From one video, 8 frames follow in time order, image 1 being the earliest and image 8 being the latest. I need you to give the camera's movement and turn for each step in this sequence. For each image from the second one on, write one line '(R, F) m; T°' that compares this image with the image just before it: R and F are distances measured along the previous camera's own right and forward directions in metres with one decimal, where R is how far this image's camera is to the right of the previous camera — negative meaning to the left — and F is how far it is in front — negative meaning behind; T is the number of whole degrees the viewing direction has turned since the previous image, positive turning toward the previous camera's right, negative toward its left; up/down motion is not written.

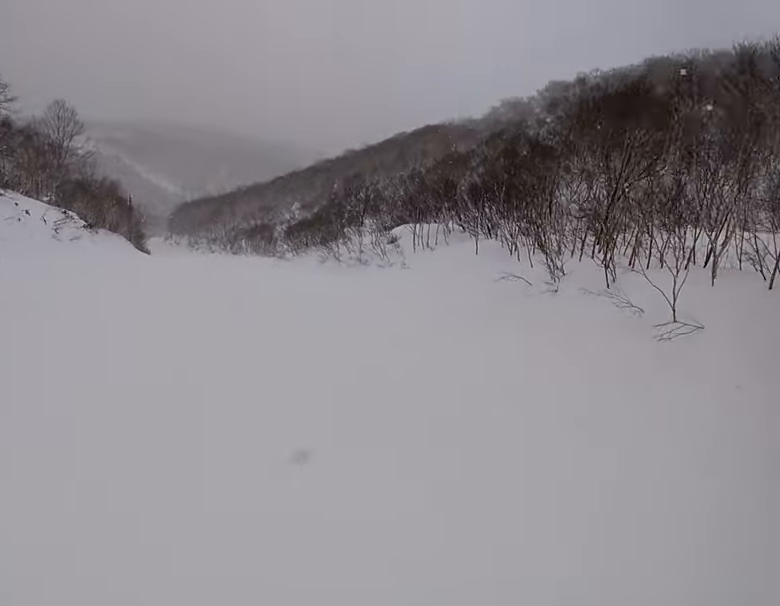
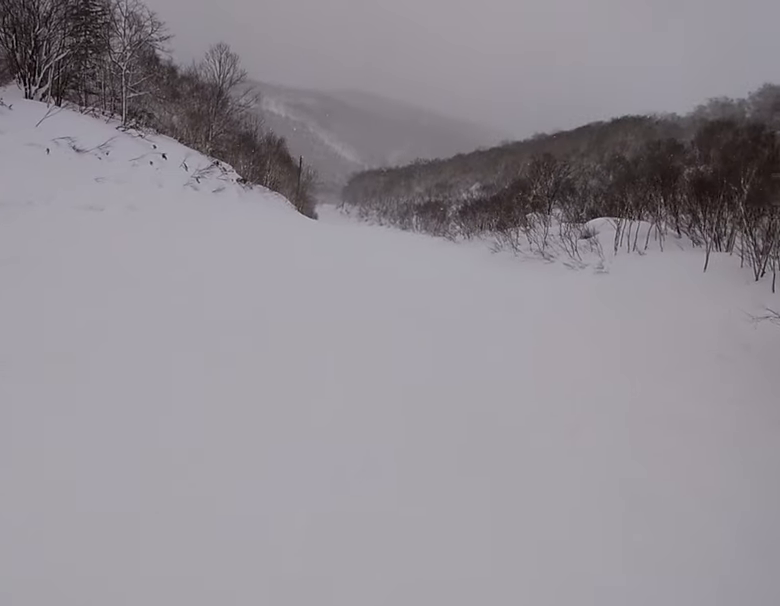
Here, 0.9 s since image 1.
(0.0, +5.0) m; 0°
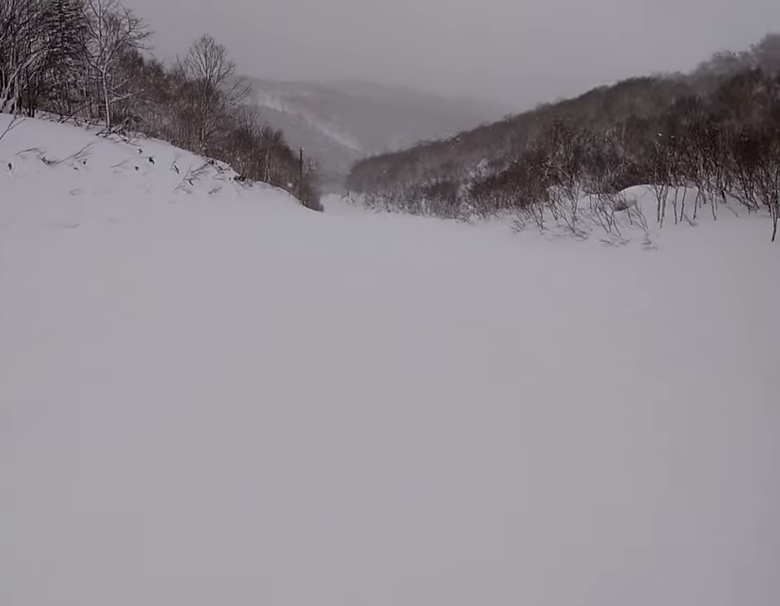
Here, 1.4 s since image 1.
(0.0, +2.7) m; 0°
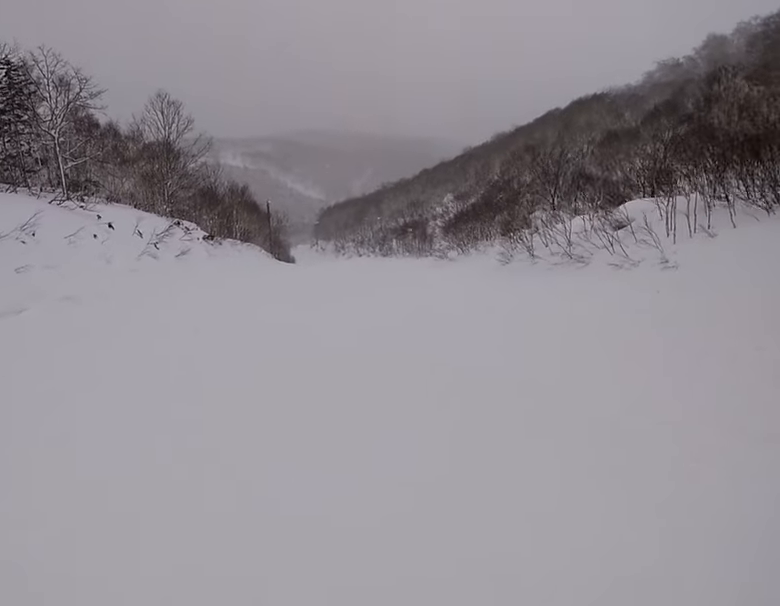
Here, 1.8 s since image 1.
(0.0, +2.6) m; 0°
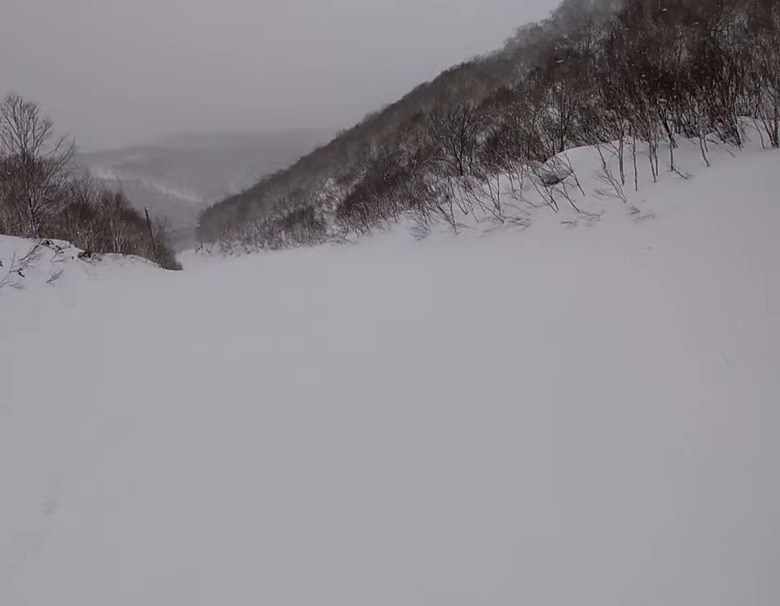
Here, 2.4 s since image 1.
(0.0, +3.9) m; +6°
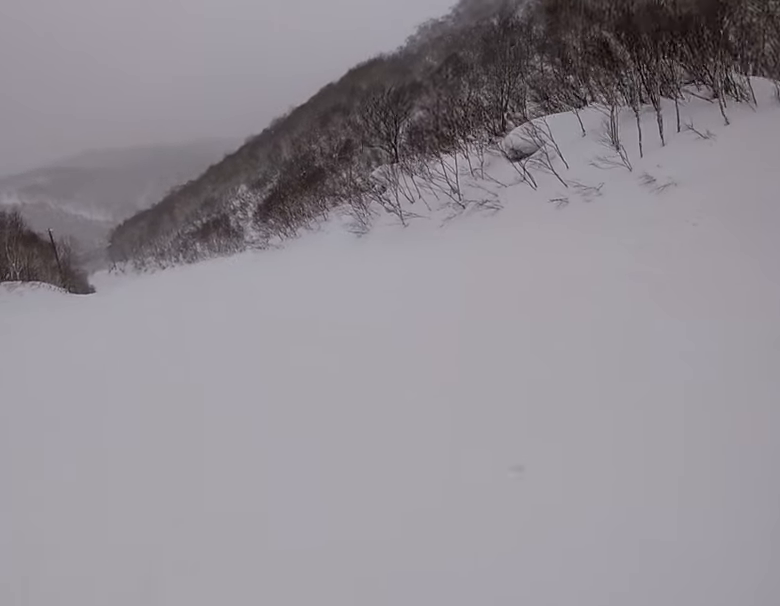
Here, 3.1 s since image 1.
(-0.1, +4.2) m; +7°
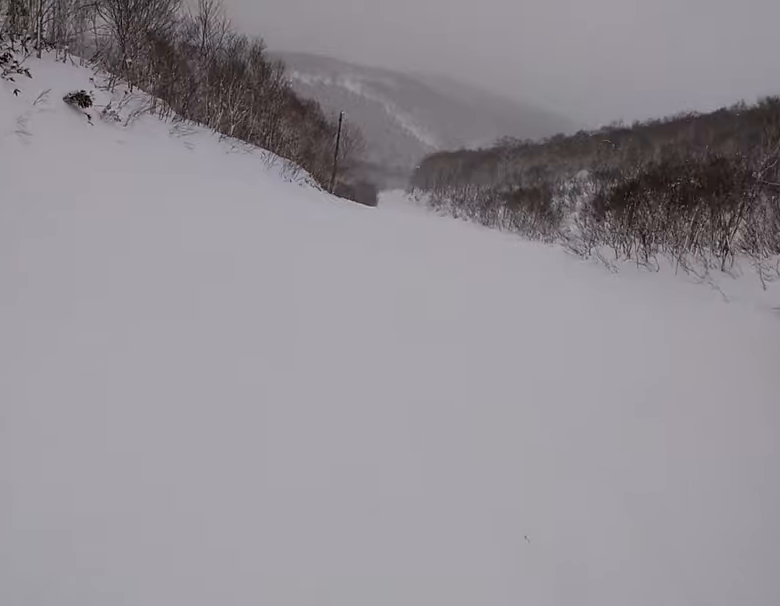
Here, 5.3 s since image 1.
(-1.7, +14.7) m; -25°
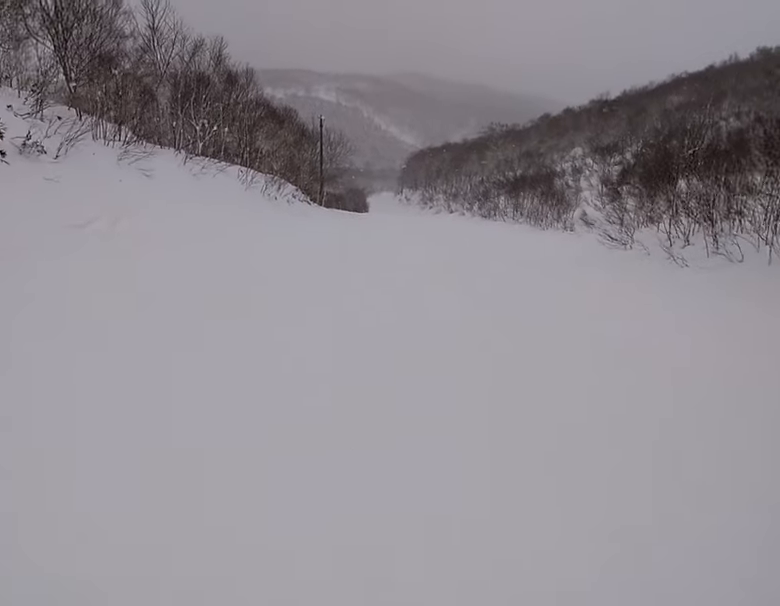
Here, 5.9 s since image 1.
(-1.0, +4.4) m; 0°
